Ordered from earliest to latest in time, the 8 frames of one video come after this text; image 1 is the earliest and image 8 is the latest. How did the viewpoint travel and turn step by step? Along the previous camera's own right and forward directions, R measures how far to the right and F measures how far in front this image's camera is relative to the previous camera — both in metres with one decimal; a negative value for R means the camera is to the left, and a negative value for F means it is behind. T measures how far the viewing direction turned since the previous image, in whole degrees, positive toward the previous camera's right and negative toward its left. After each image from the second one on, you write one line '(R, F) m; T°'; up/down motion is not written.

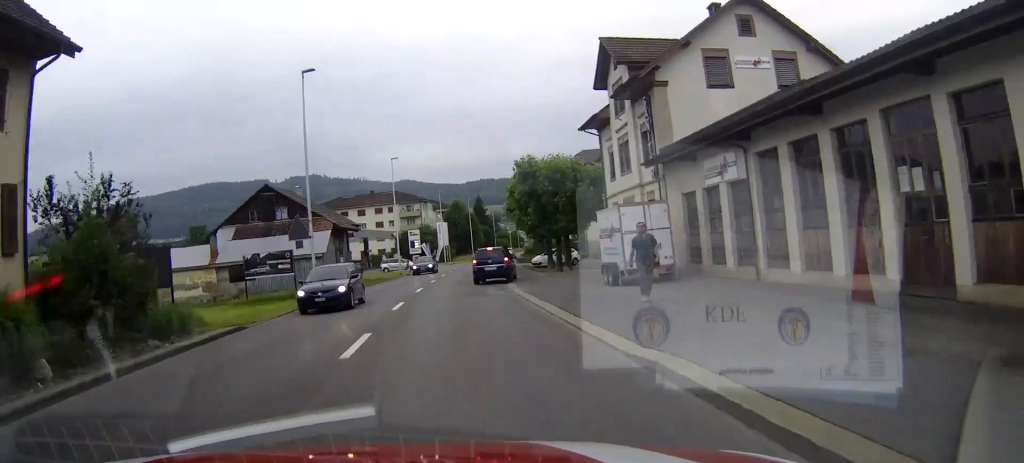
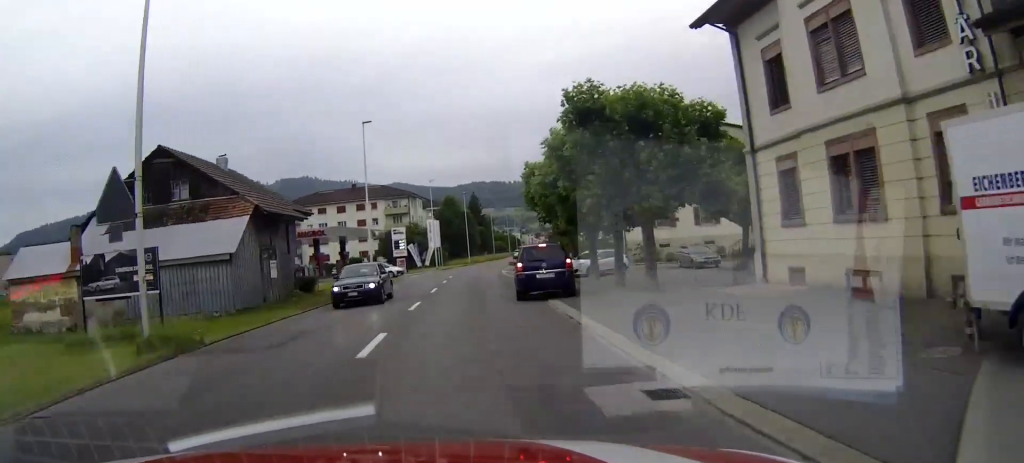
(-0.2, +19.6) m; -1°
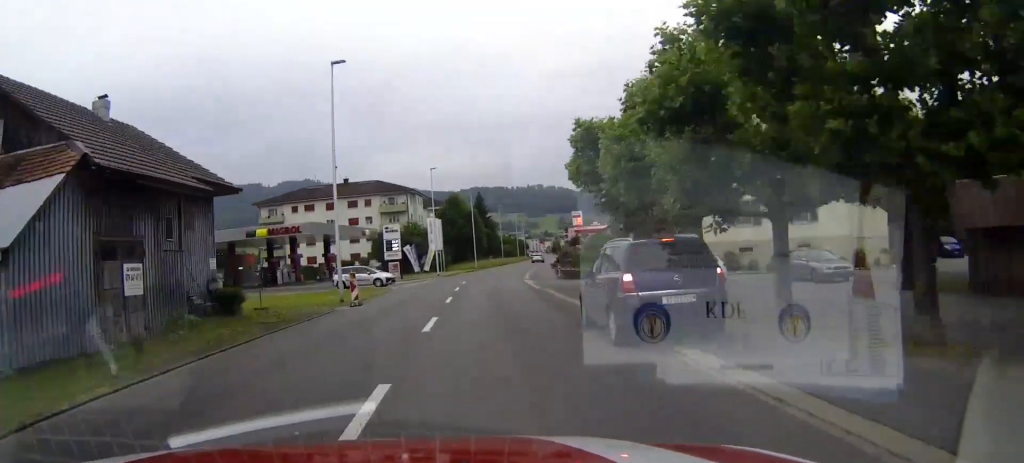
(0.0, +15.0) m; +1°
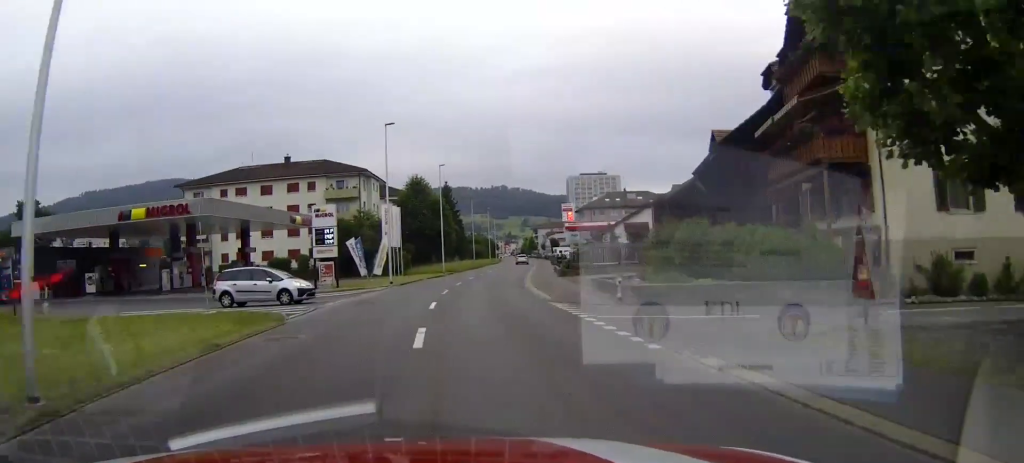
(+0.3, +20.5) m; +3°
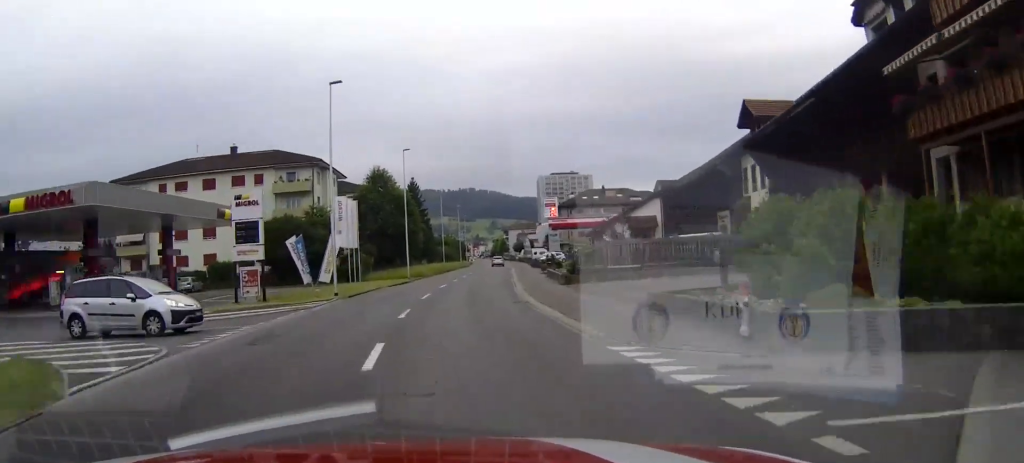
(+0.2, +10.8) m; +2°
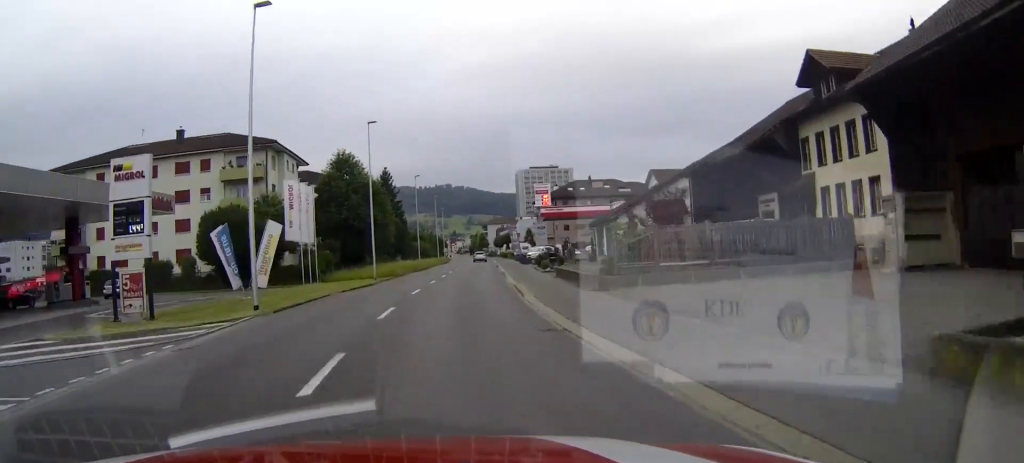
(+0.1, +10.4) m; +2°
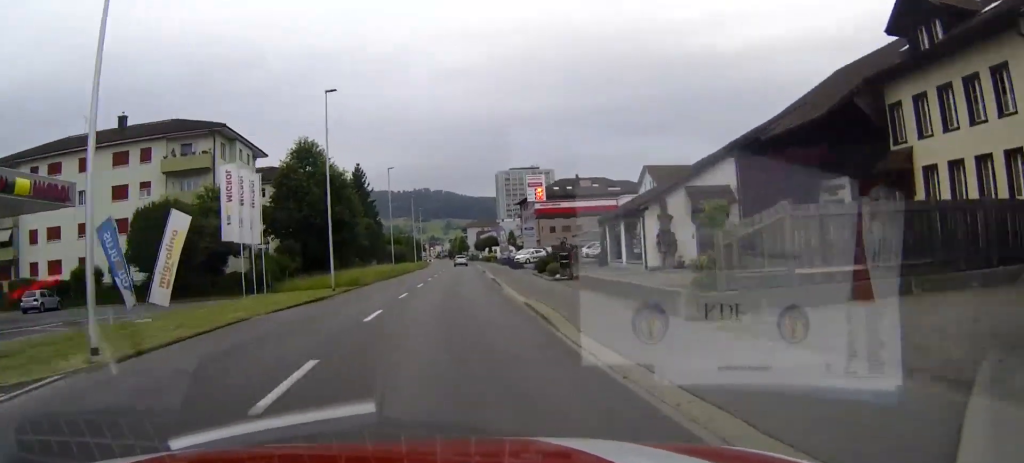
(+0.2, +9.5) m; +1°
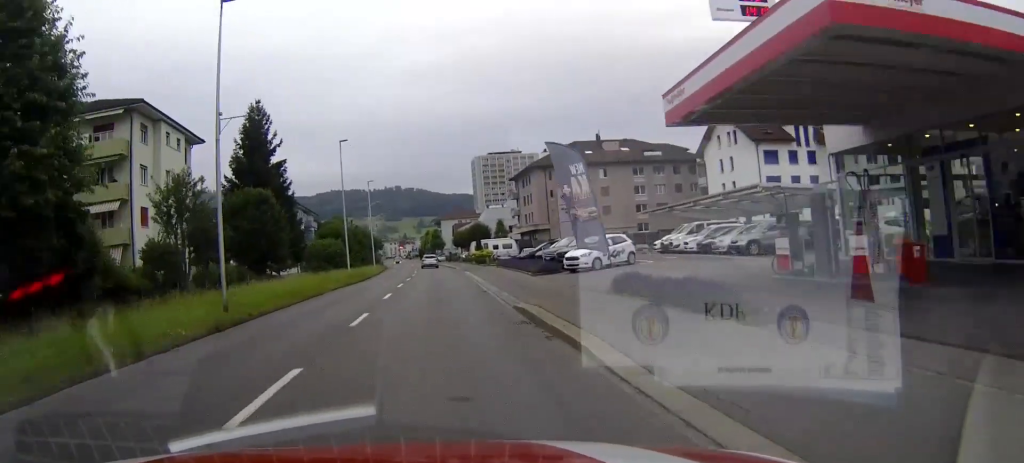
(+1.5, +44.8) m; +3°
